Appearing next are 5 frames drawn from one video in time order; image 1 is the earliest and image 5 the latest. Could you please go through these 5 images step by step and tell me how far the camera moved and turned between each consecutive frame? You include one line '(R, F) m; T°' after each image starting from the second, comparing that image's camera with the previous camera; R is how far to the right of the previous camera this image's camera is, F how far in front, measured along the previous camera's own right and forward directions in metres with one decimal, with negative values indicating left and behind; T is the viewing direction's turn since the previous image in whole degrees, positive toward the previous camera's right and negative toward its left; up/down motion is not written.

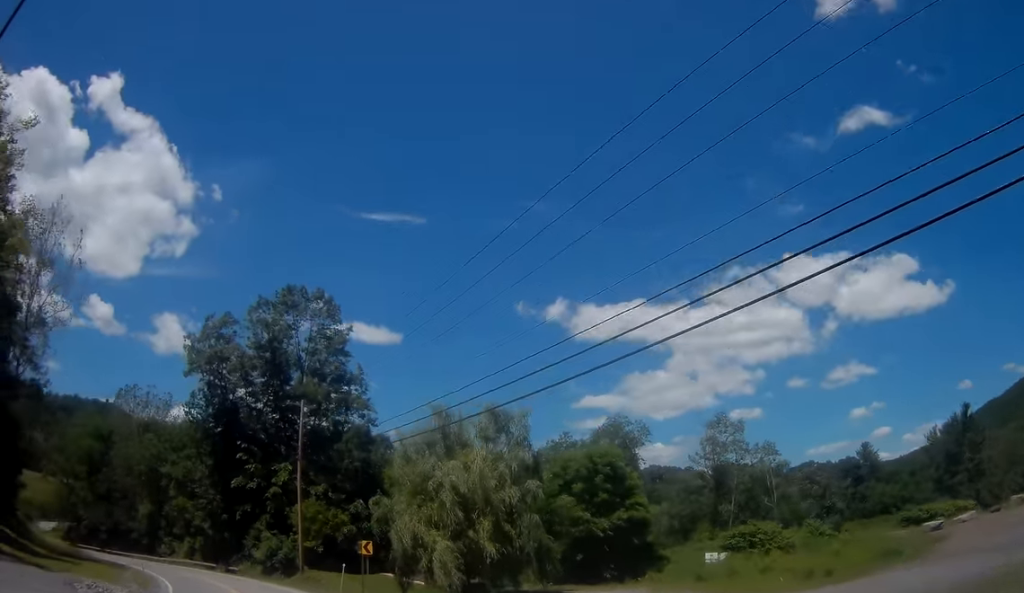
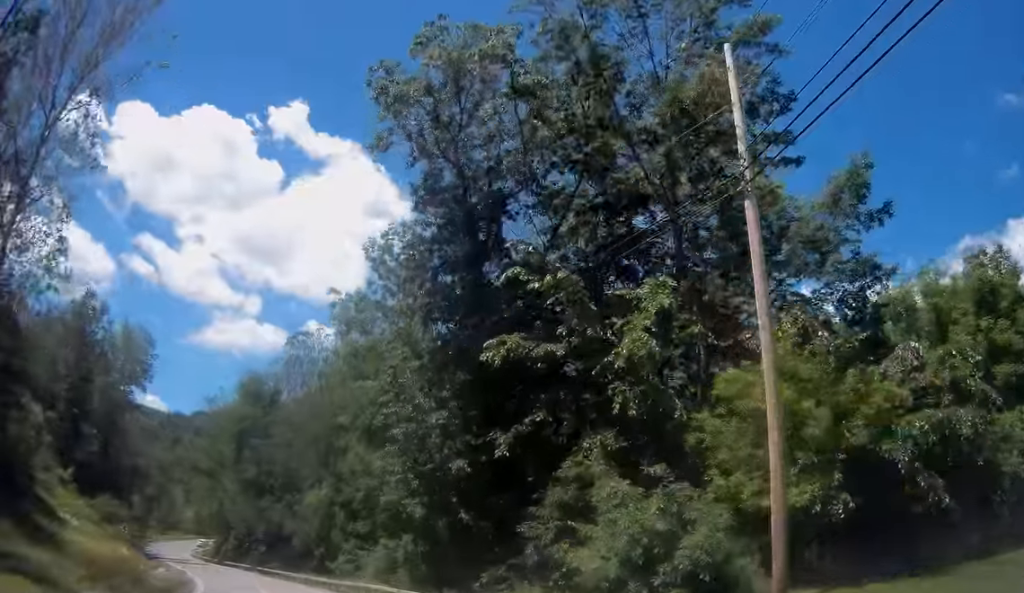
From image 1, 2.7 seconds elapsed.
(-8.9, +36.5) m; -18°
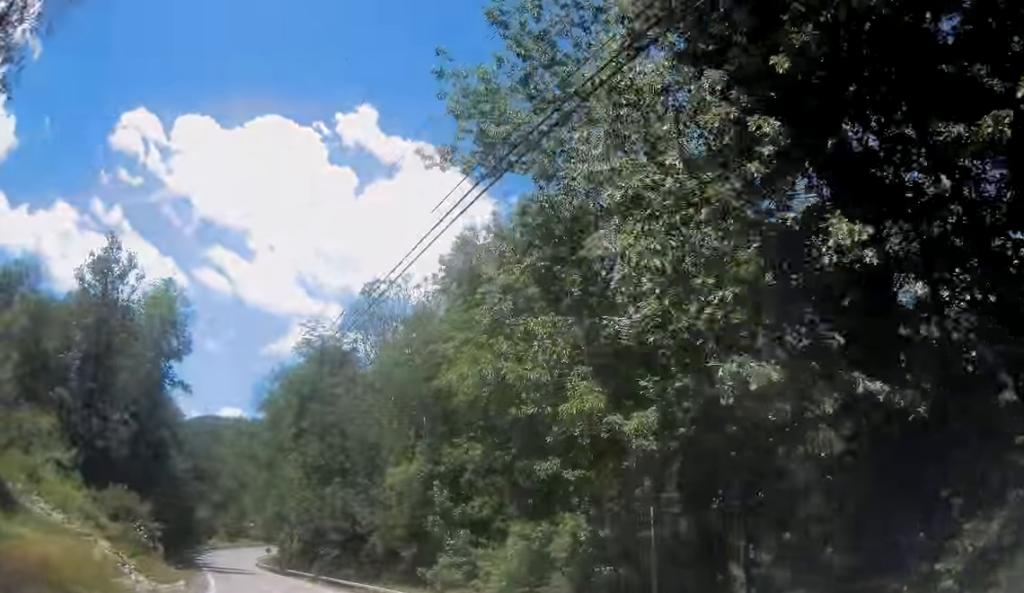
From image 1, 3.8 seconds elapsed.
(0.0, +15.6) m; 0°
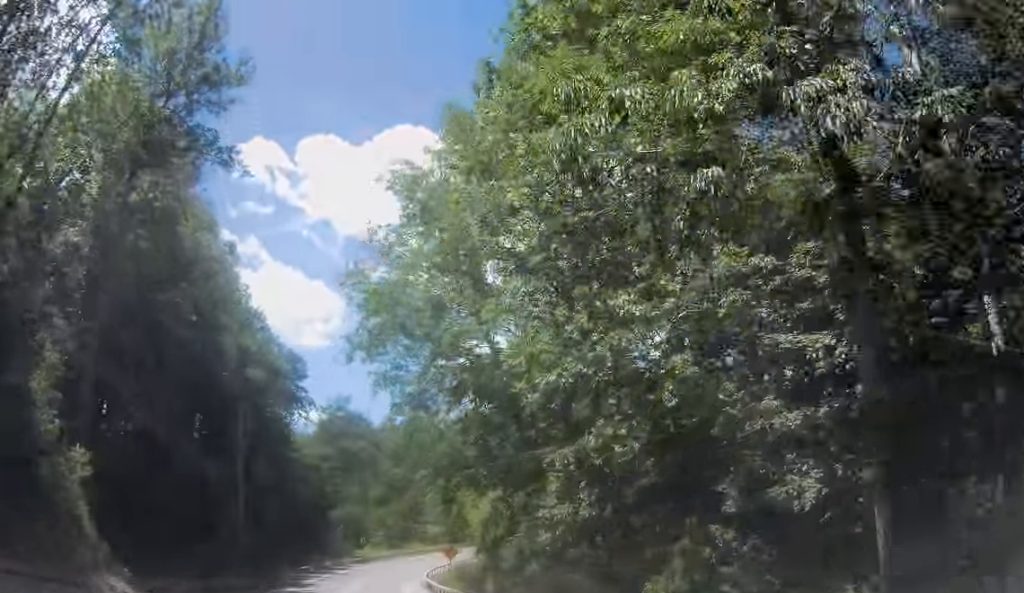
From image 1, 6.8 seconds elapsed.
(-6.4, +43.7) m; -21°
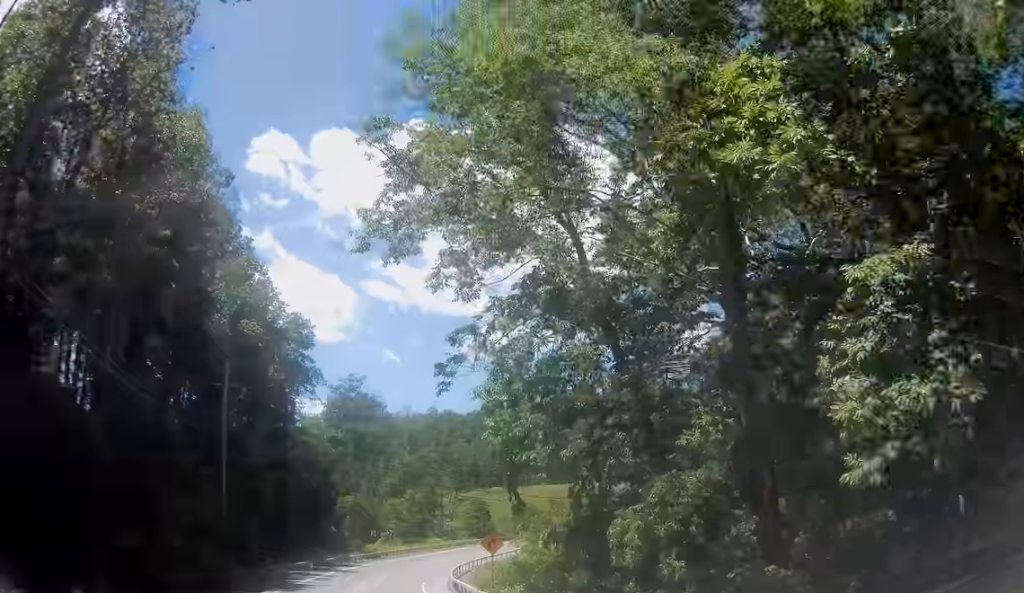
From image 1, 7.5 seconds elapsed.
(-0.2, +10.4) m; -1°
